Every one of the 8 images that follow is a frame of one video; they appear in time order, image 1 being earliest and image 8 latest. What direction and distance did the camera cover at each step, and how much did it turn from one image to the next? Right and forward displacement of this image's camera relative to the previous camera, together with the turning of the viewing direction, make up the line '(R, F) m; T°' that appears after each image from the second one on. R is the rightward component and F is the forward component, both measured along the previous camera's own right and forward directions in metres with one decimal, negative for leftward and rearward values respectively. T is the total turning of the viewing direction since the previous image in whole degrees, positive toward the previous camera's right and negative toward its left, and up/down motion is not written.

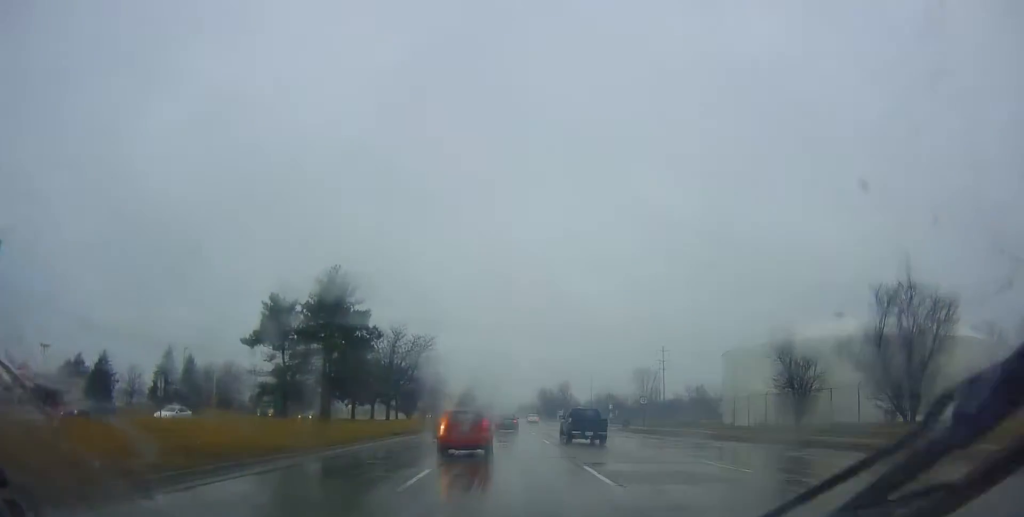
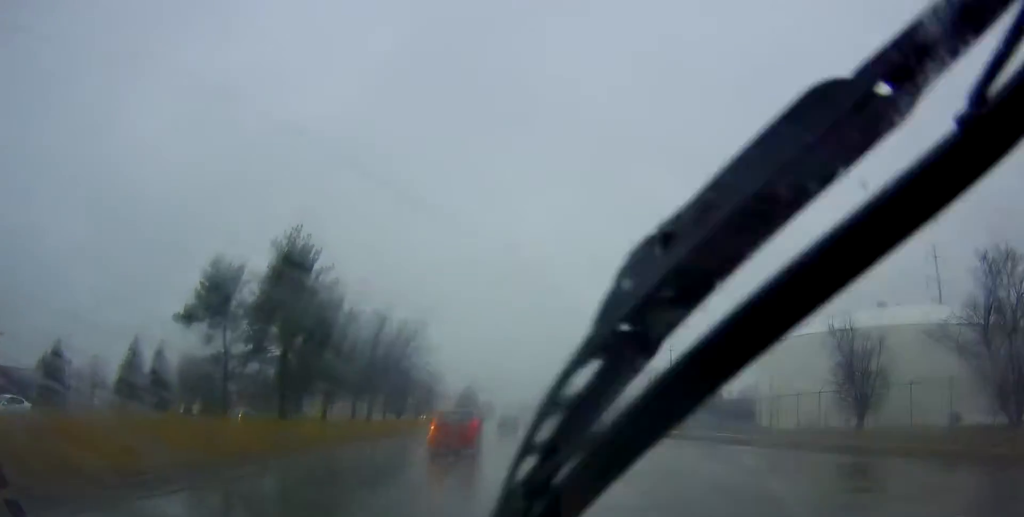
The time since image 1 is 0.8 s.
(+0.1, +10.0) m; +1°
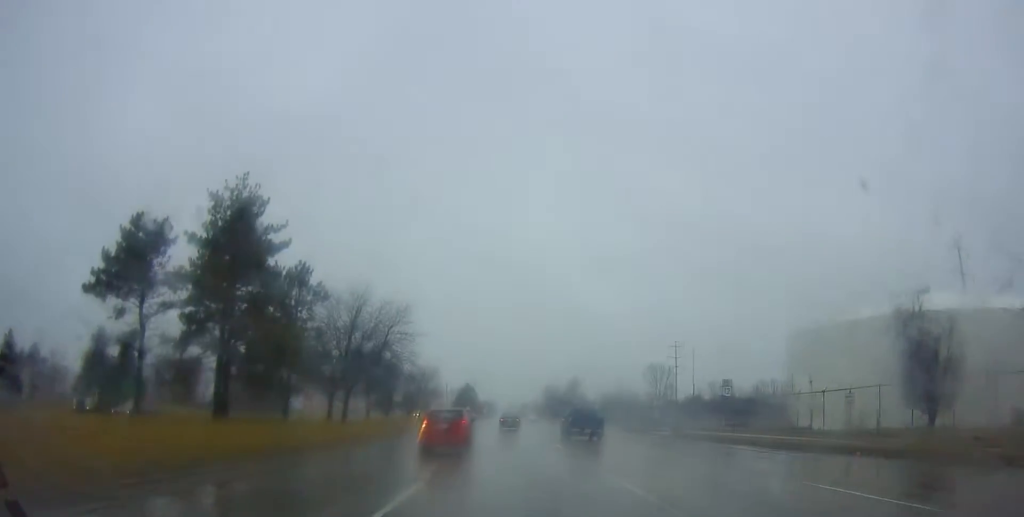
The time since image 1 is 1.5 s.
(0.0, +8.8) m; -1°
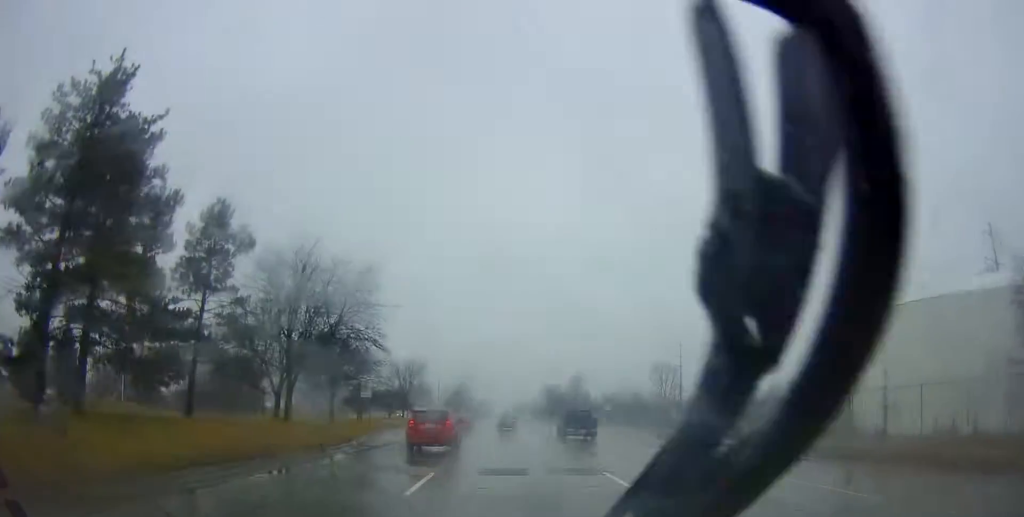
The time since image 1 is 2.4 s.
(-0.1, +12.4) m; -1°
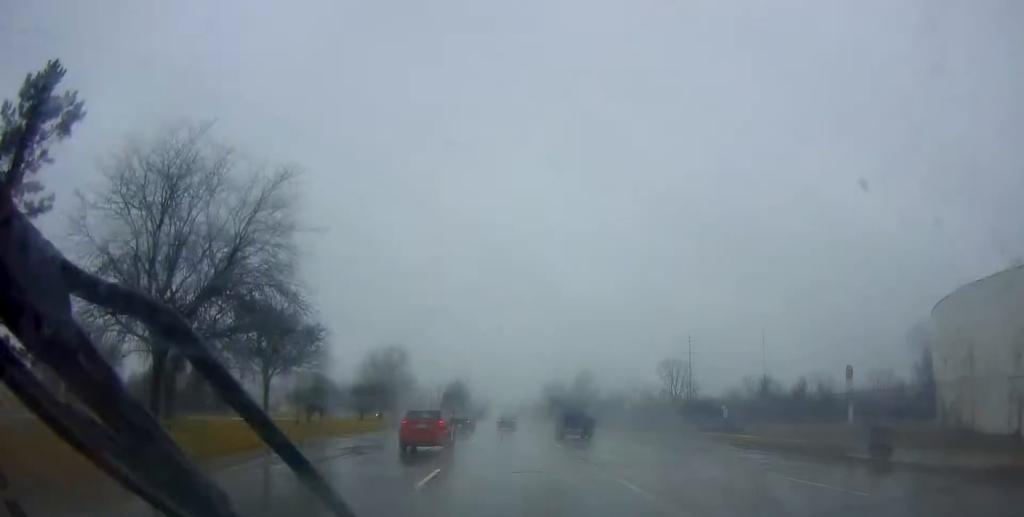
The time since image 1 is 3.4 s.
(0.0, +14.7) m; +1°
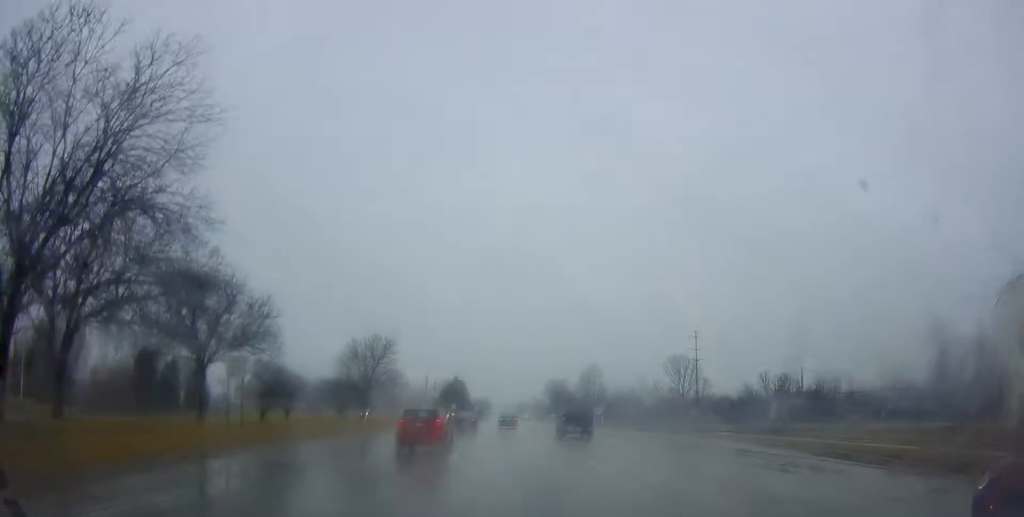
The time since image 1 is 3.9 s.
(+0.4, +8.7) m; +1°
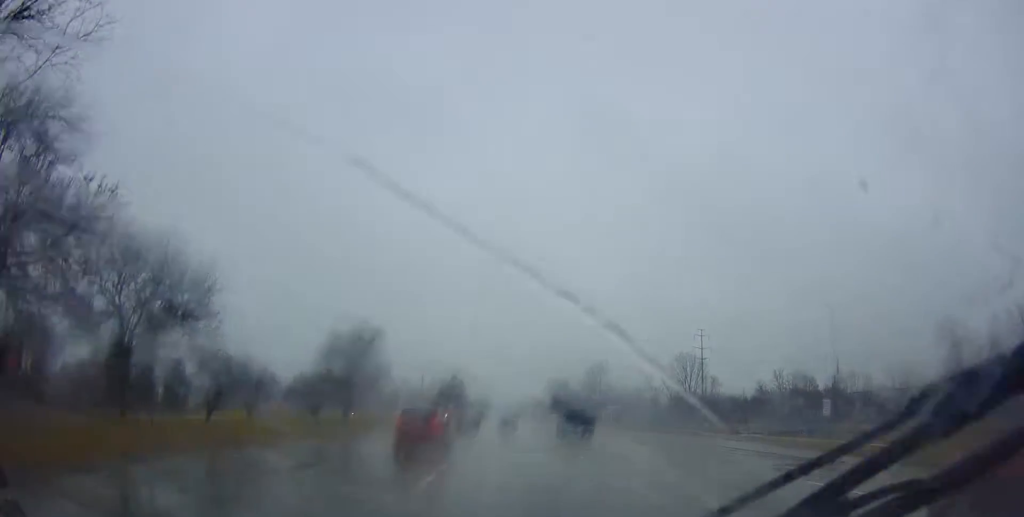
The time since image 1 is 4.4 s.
(-0.2, +7.0) m; -1°
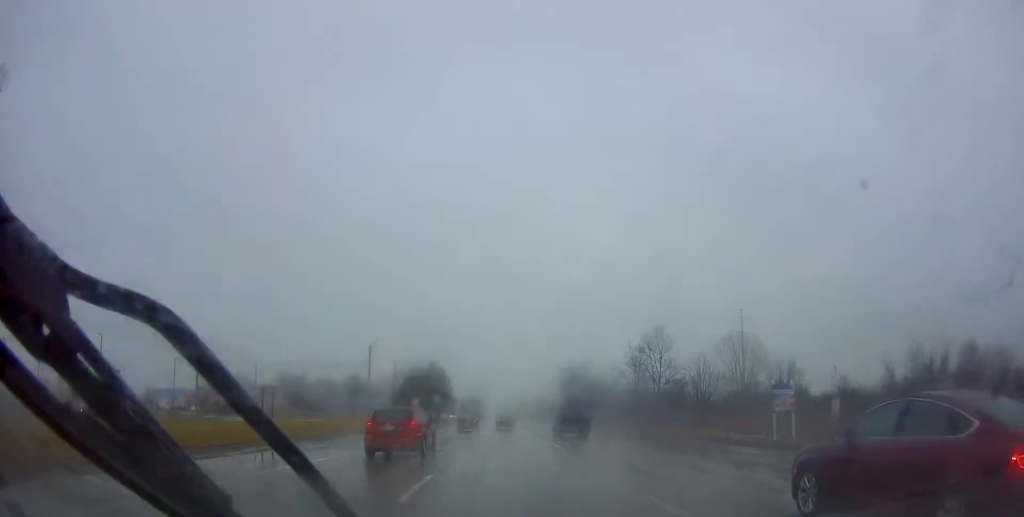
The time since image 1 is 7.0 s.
(-0.8, +45.6) m; +2°
